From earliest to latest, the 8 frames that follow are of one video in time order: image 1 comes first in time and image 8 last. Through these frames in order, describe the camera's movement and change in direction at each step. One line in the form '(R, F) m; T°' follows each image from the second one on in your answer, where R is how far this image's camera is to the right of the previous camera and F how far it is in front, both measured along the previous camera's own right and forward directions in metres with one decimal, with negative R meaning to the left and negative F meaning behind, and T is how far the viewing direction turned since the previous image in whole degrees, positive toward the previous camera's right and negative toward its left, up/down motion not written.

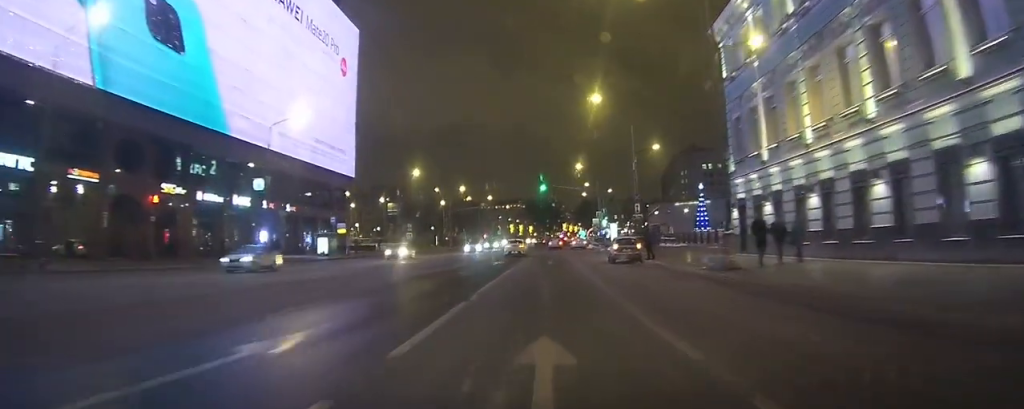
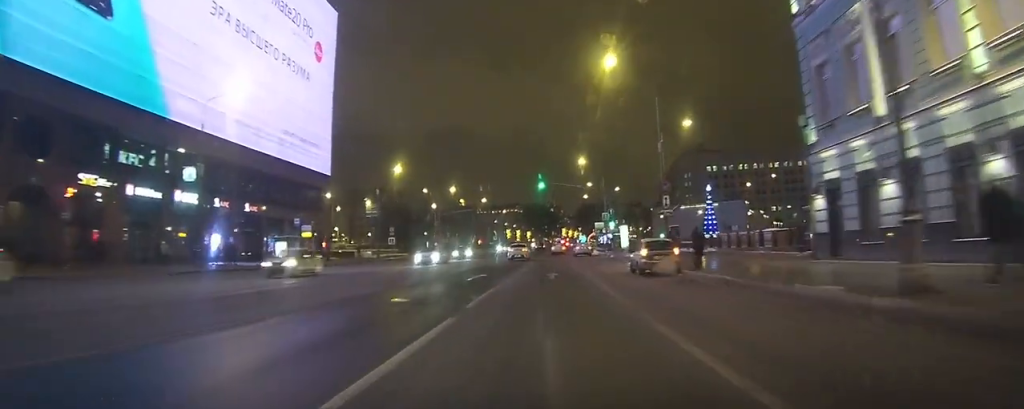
(0.0, +9.7) m; +1°
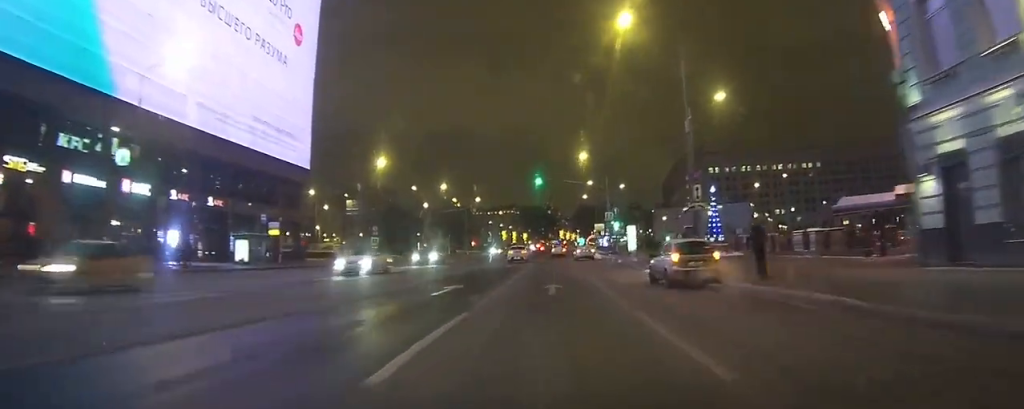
(+0.2, +6.1) m; +1°
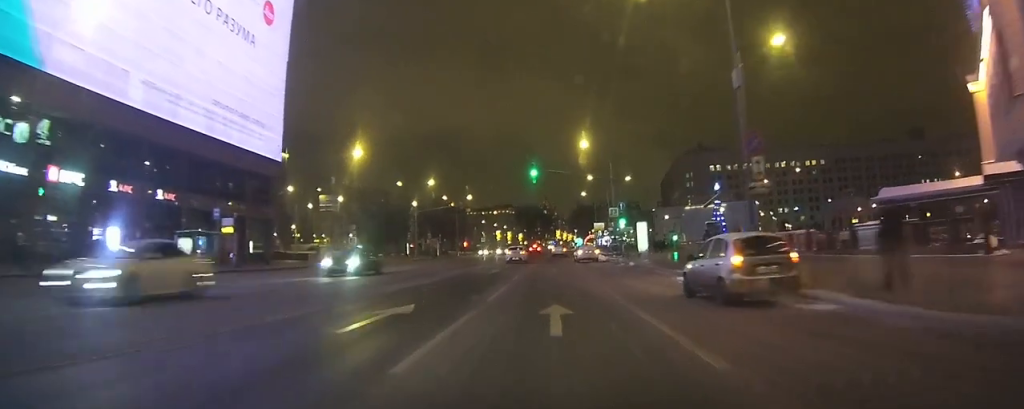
(0.0, +6.3) m; 0°
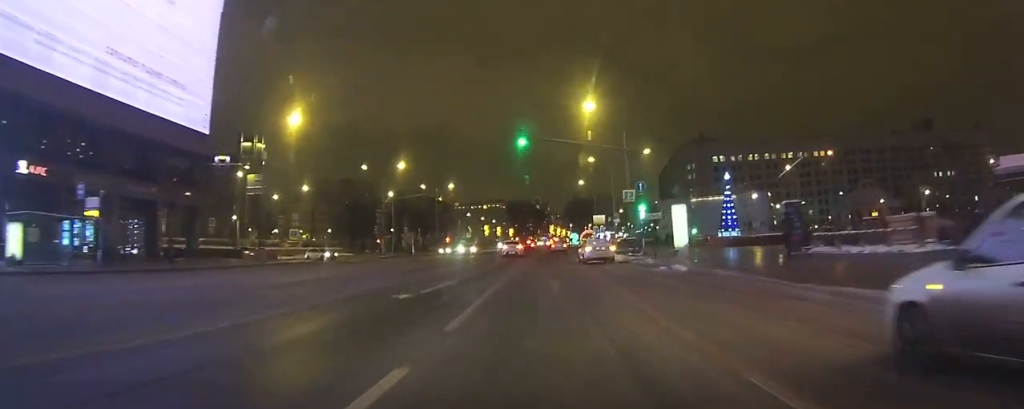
(-0.1, +11.1) m; -1°
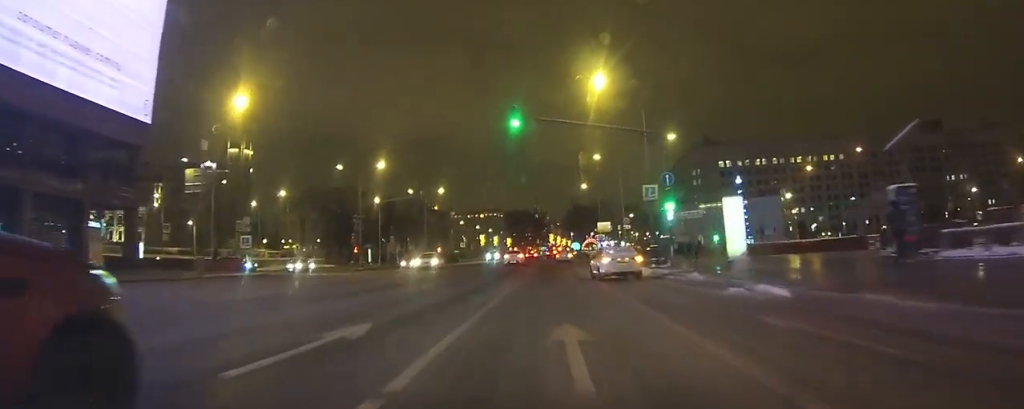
(0.0, +6.8) m; -1°
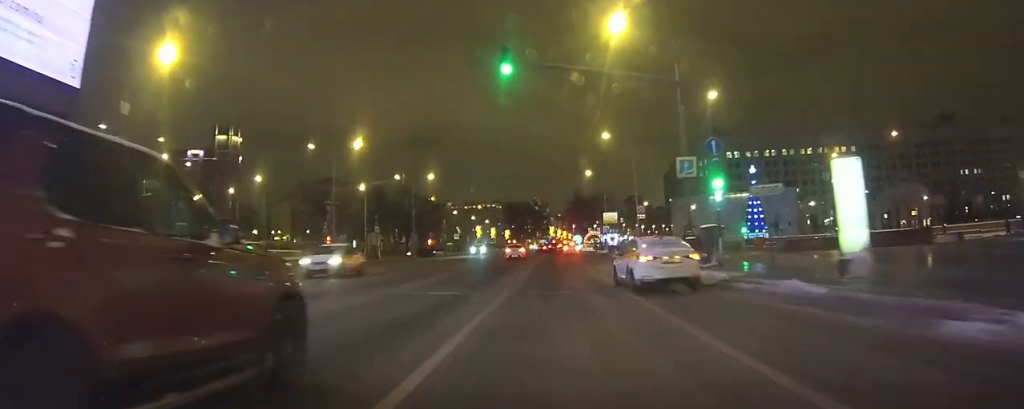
(0.0, +7.1) m; 0°
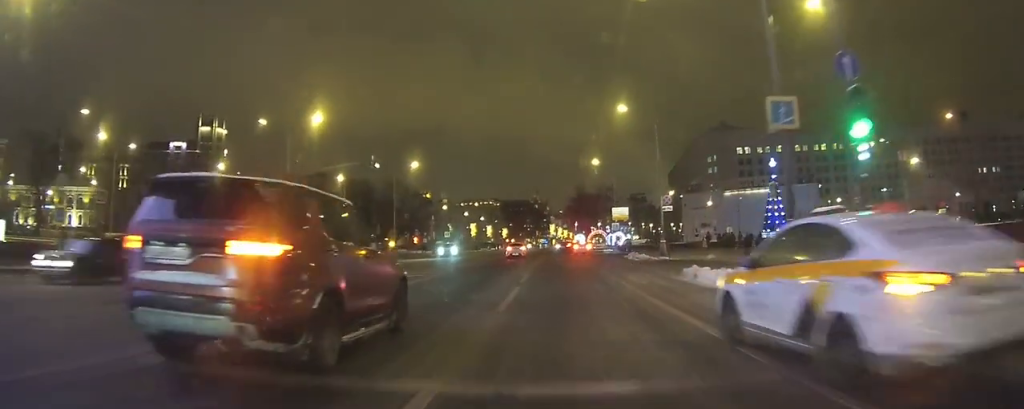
(+0.1, +10.6) m; +1°
